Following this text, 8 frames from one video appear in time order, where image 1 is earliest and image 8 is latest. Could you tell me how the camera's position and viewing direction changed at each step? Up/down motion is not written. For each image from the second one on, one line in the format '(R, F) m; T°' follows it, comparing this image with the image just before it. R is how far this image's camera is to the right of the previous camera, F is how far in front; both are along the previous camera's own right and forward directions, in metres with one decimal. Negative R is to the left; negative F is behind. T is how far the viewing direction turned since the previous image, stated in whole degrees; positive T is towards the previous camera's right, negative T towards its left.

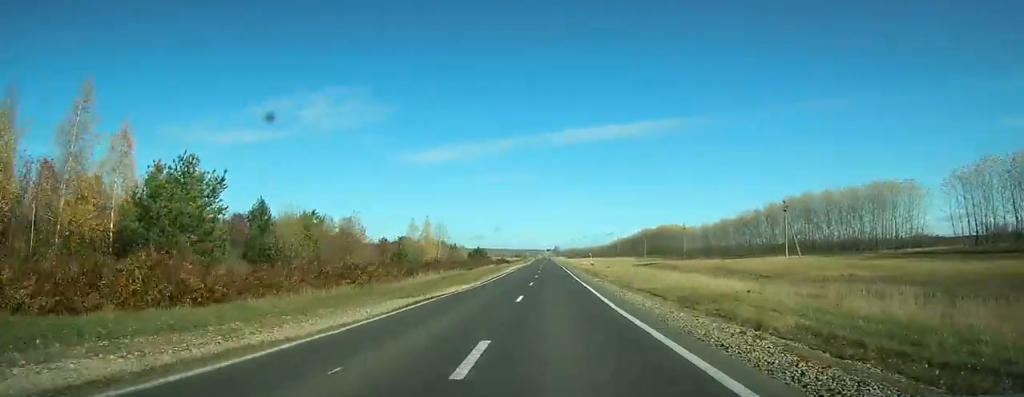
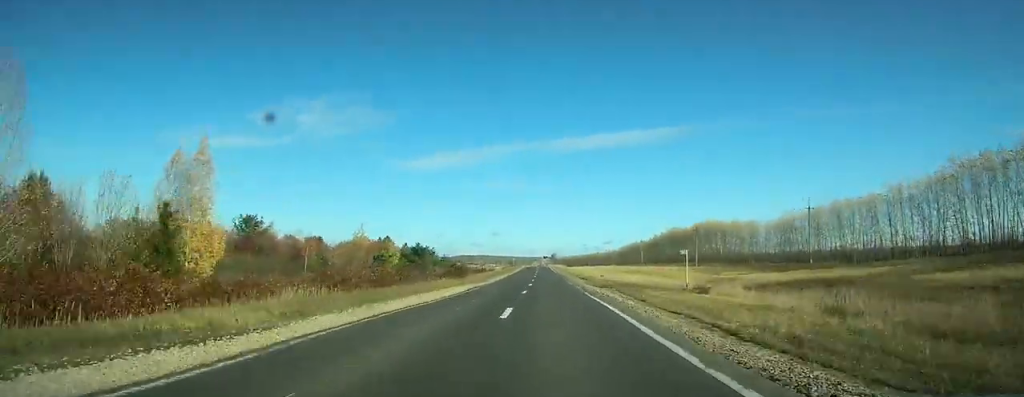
(+0.1, +75.6) m; 0°
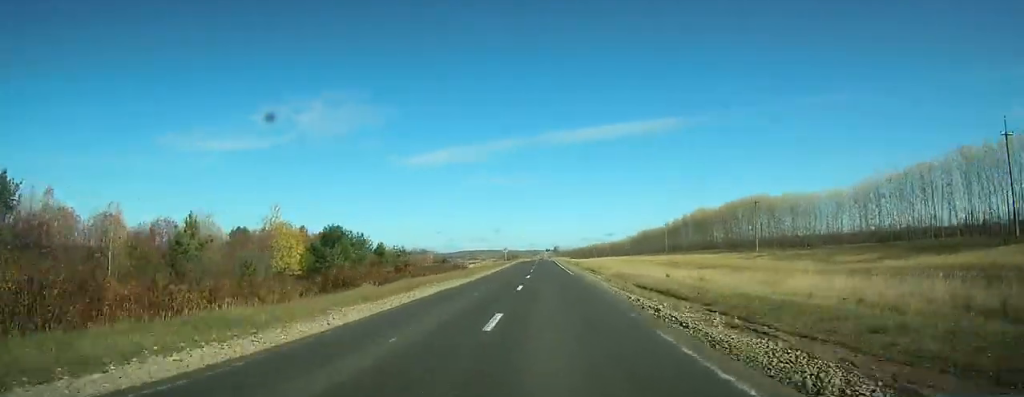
(+0.1, +37.9) m; 0°
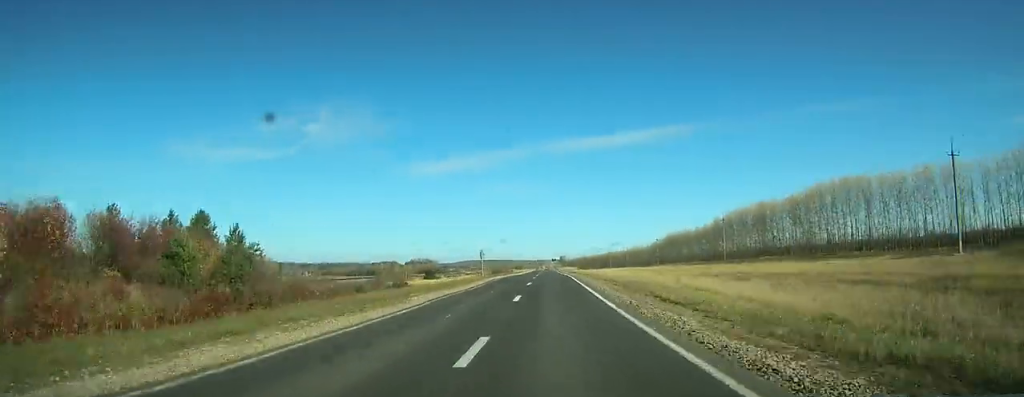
(0.0, +50.0) m; 0°
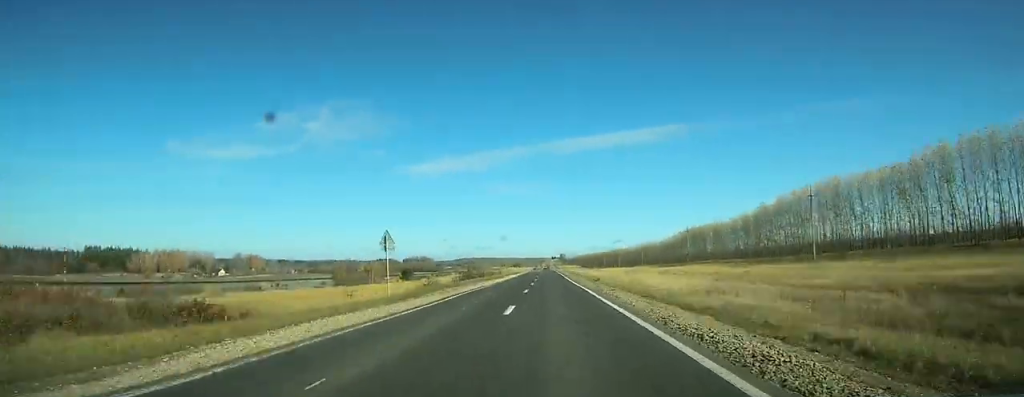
(-0.1, +40.2) m; 0°
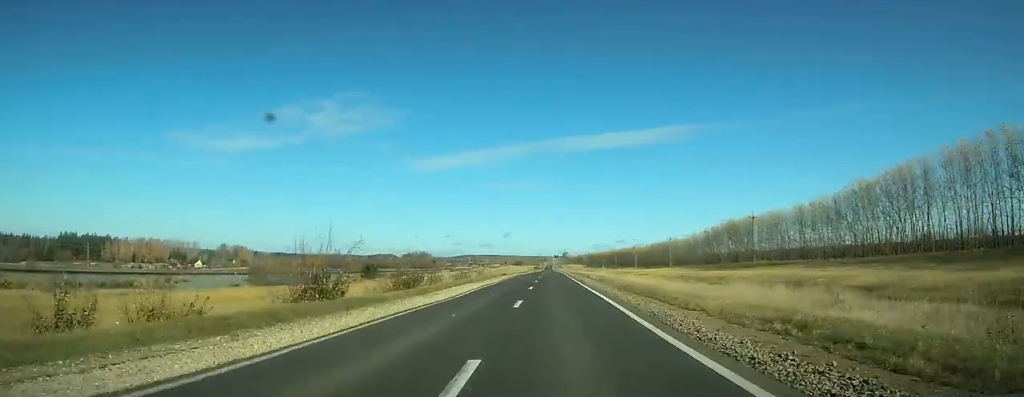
(-0.1, +44.2) m; 0°
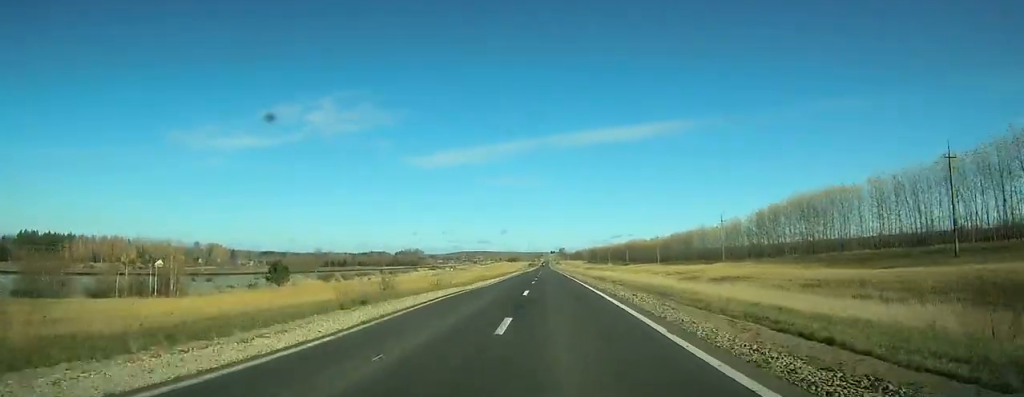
(-0.2, +49.9) m; 0°
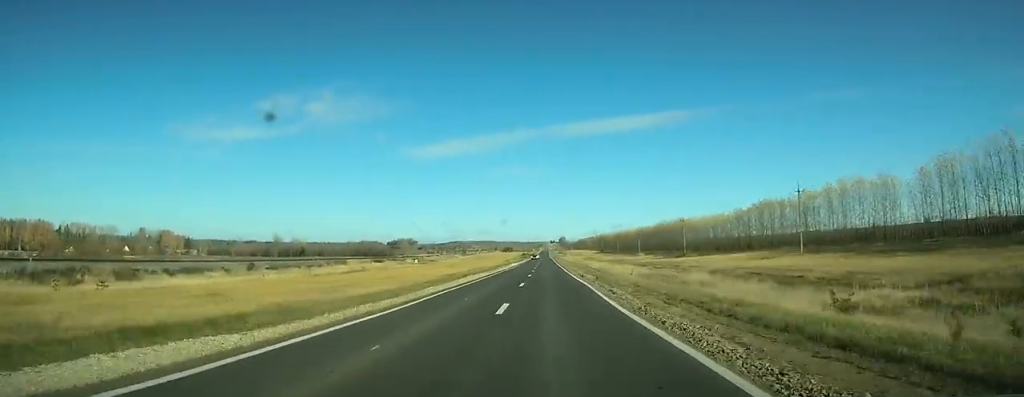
(+0.3, +88.9) m; 0°
